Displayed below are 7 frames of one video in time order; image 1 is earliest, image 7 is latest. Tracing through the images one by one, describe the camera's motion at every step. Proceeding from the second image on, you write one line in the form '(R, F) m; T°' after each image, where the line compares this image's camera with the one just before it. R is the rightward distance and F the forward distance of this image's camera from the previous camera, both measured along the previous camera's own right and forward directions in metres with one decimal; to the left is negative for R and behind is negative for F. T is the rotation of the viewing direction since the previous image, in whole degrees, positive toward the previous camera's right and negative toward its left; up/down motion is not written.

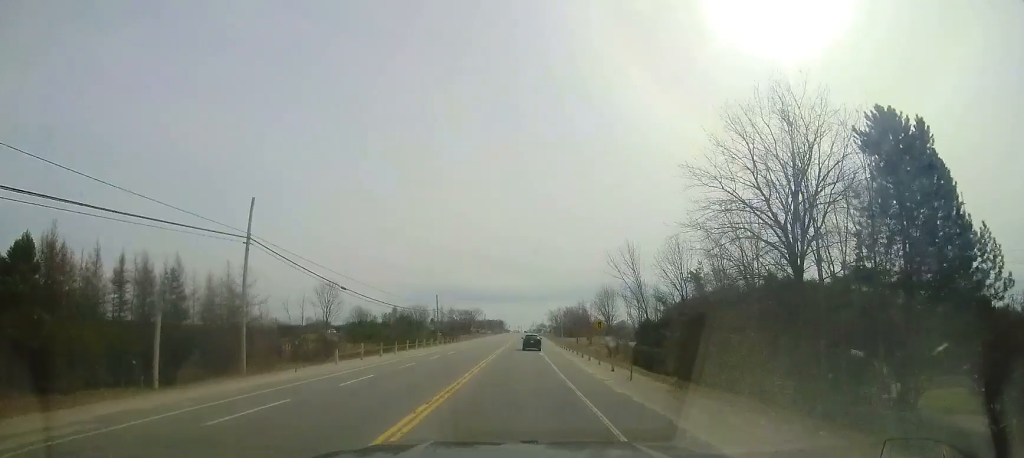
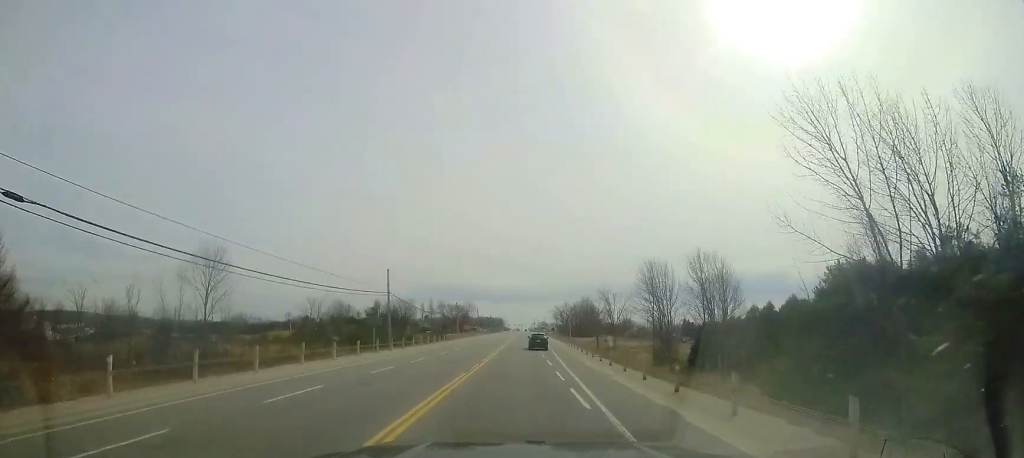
(+0.2, +27.5) m; +1°
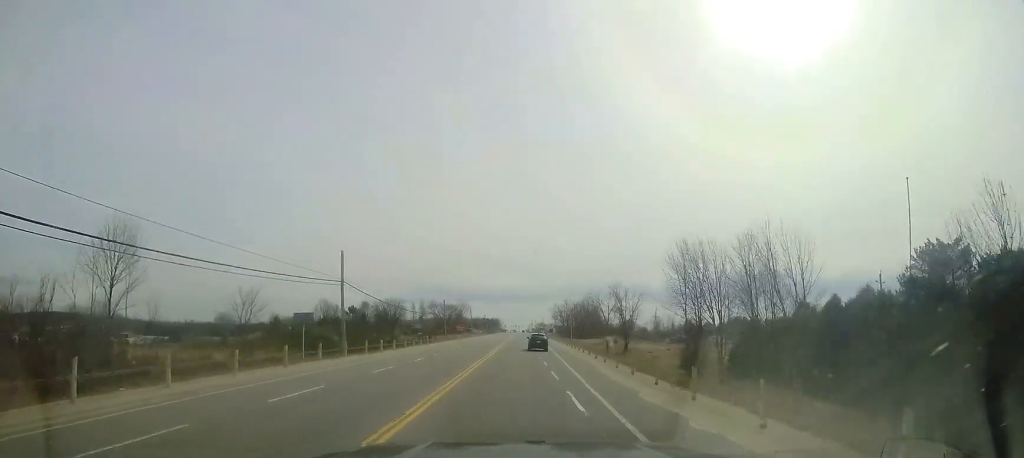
(+0.1, +11.6) m; 0°
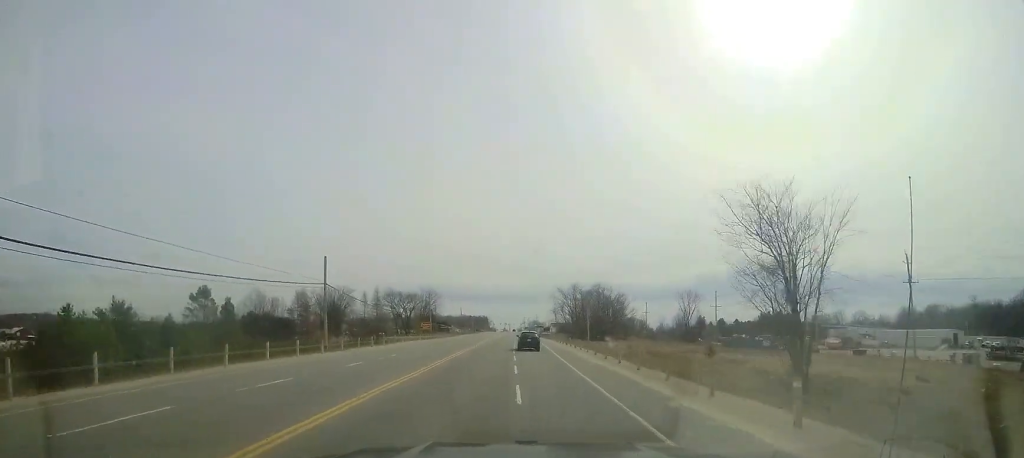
(-0.5, +47.6) m; -1°
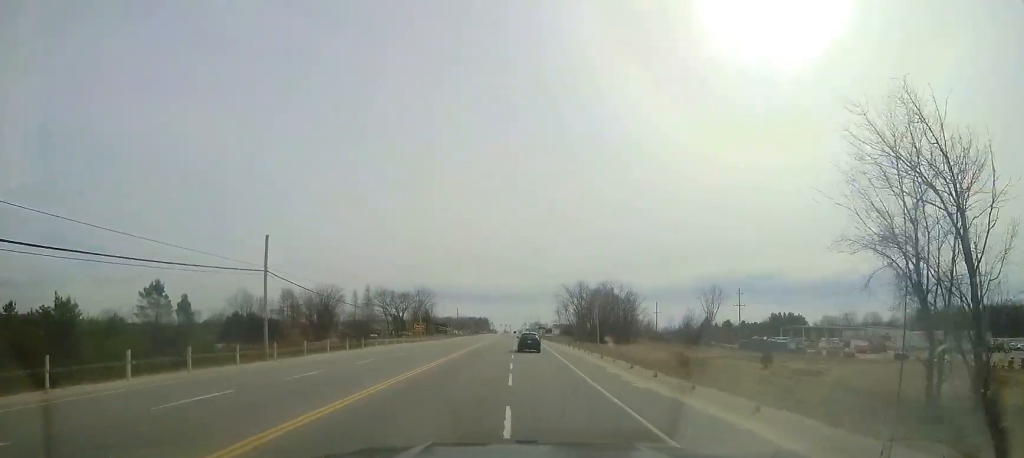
(0.0, +9.4) m; 0°
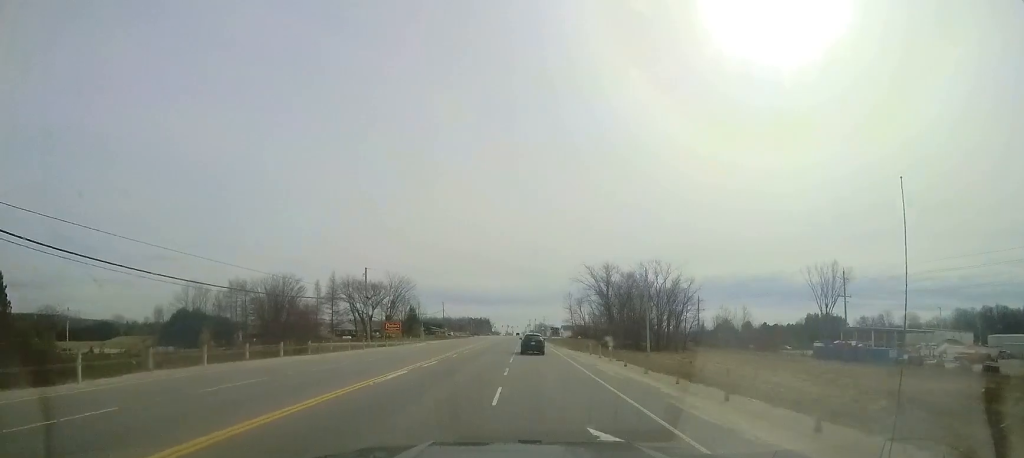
(+0.3, +27.2) m; +1°
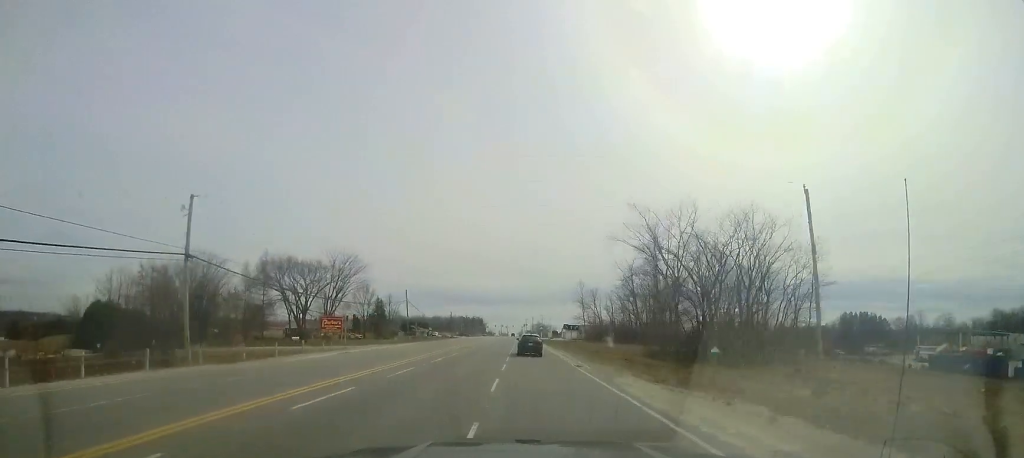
(+0.3, +27.5) m; 0°
